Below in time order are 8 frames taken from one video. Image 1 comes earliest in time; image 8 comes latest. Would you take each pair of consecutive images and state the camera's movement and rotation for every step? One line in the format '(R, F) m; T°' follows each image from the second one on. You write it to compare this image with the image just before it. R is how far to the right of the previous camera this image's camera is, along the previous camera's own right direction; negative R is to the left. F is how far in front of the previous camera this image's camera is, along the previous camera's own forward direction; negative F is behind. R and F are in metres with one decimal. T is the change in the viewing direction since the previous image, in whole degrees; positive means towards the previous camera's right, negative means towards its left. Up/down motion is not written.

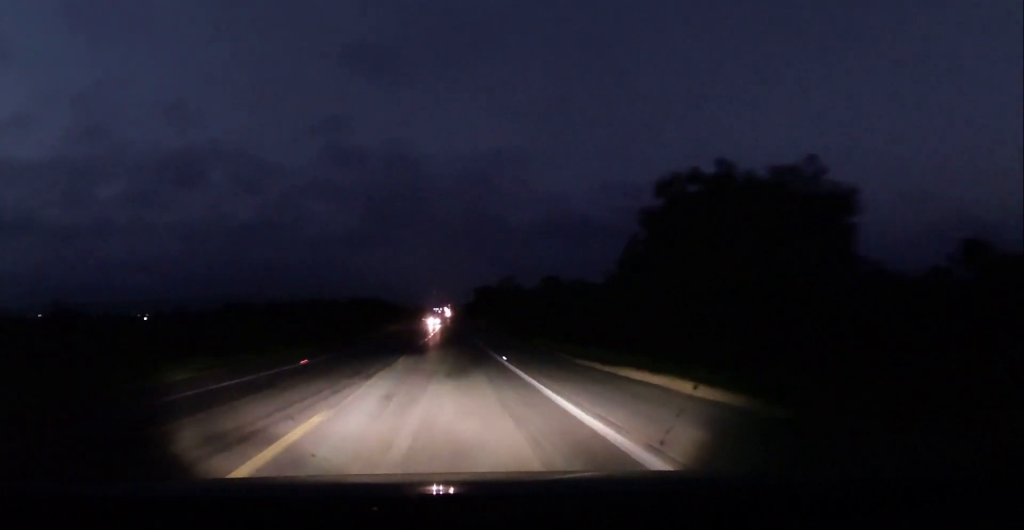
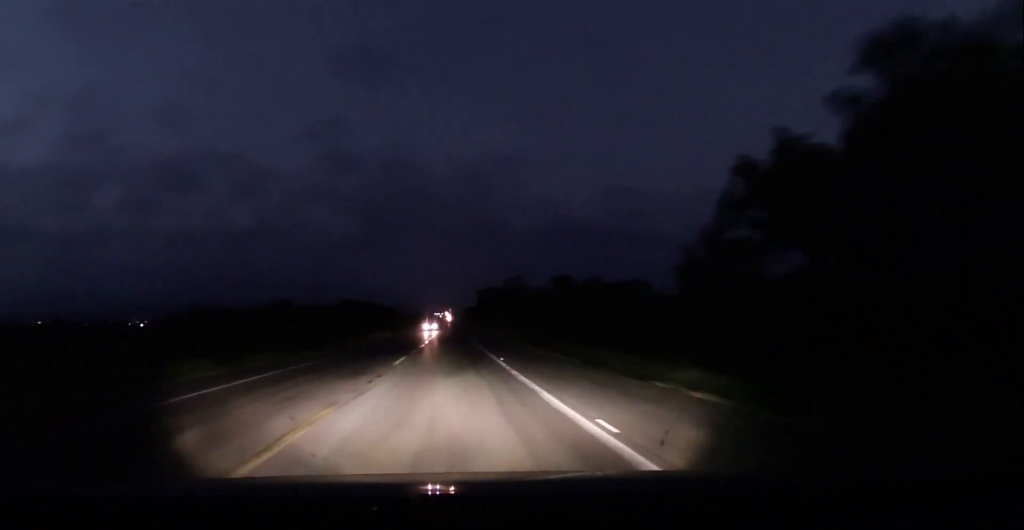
(-0.1, +15.2) m; +1°
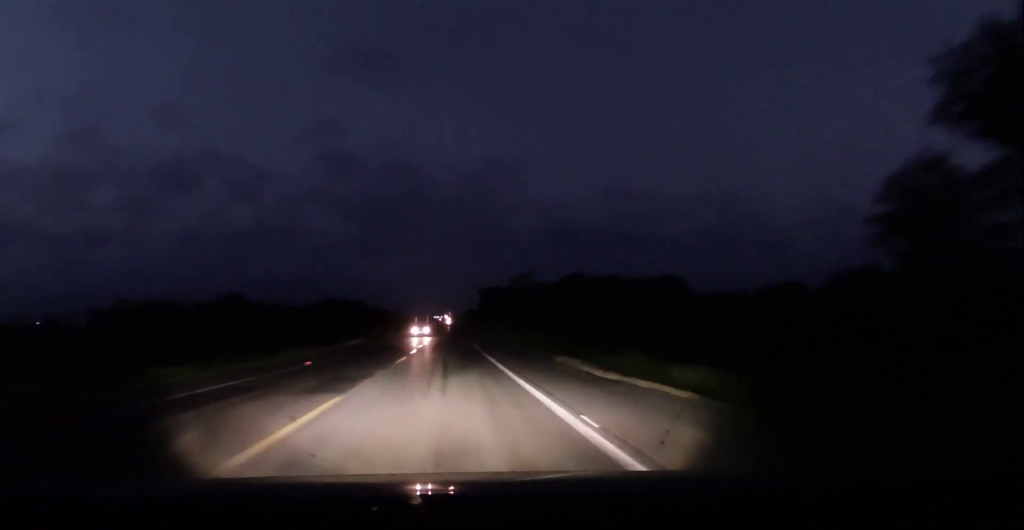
(+0.2, +15.1) m; 0°
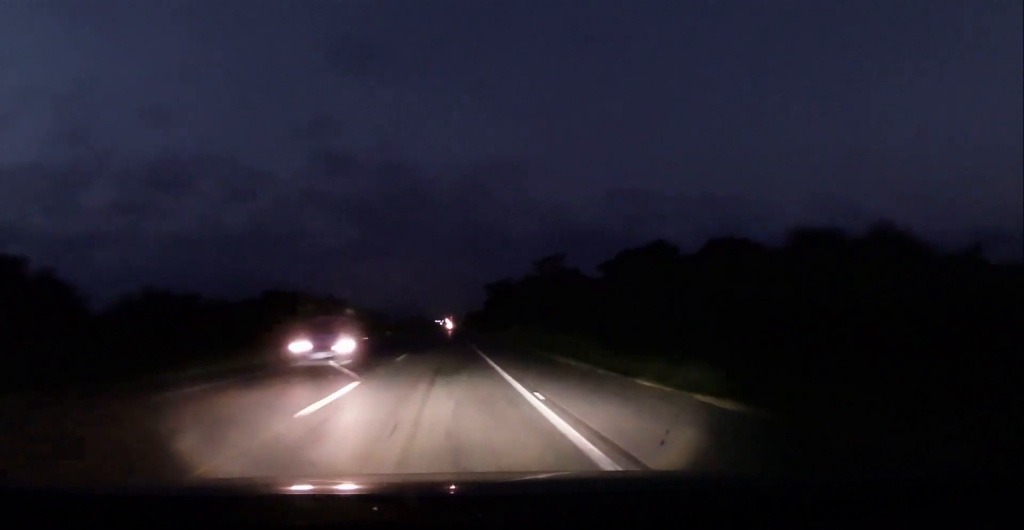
(0.0, +29.3) m; -1°
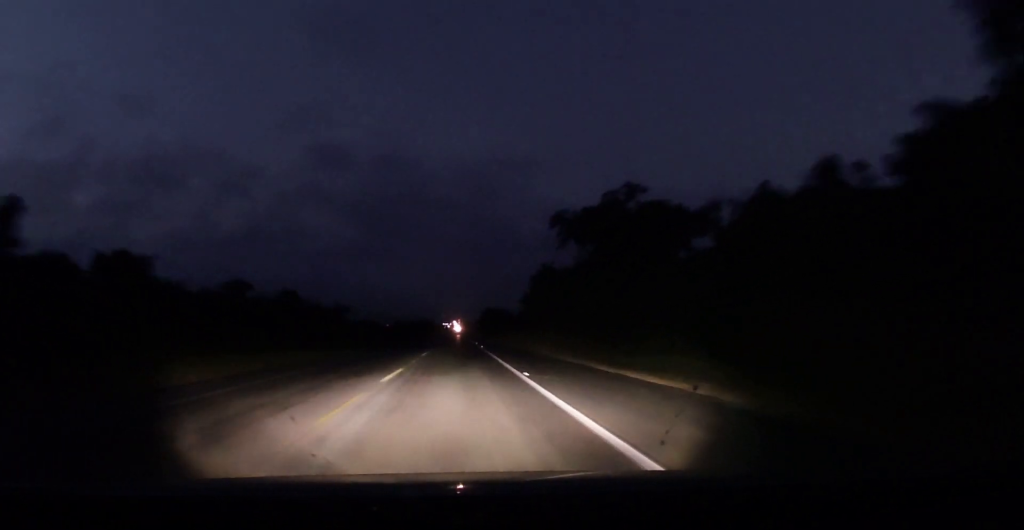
(-0.9, +73.9) m; -1°
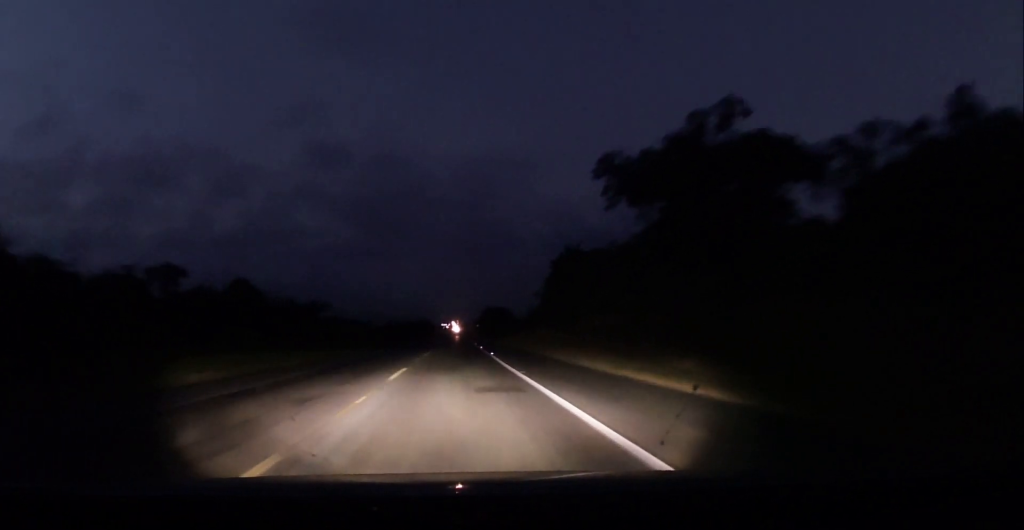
(-0.1, +14.9) m; 0°
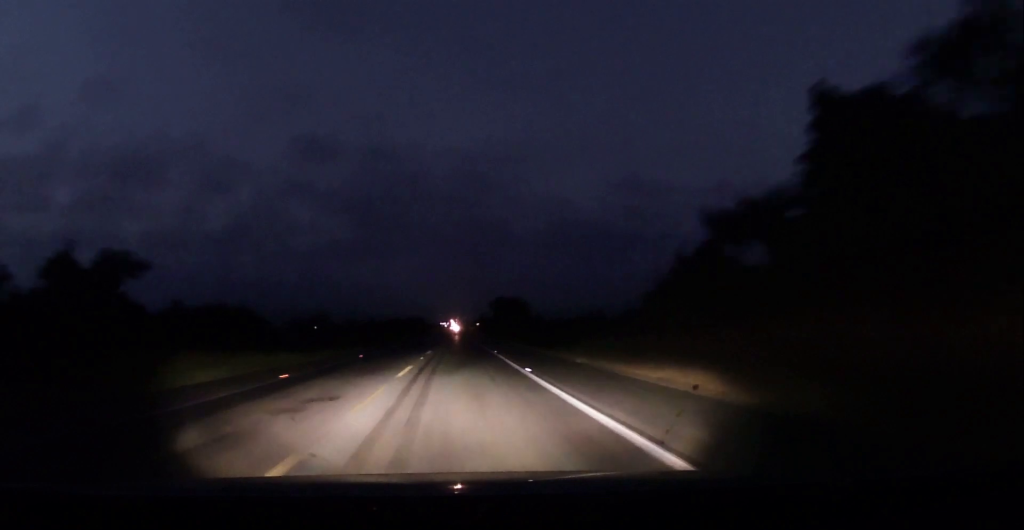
(+0.4, +47.4) m; 0°
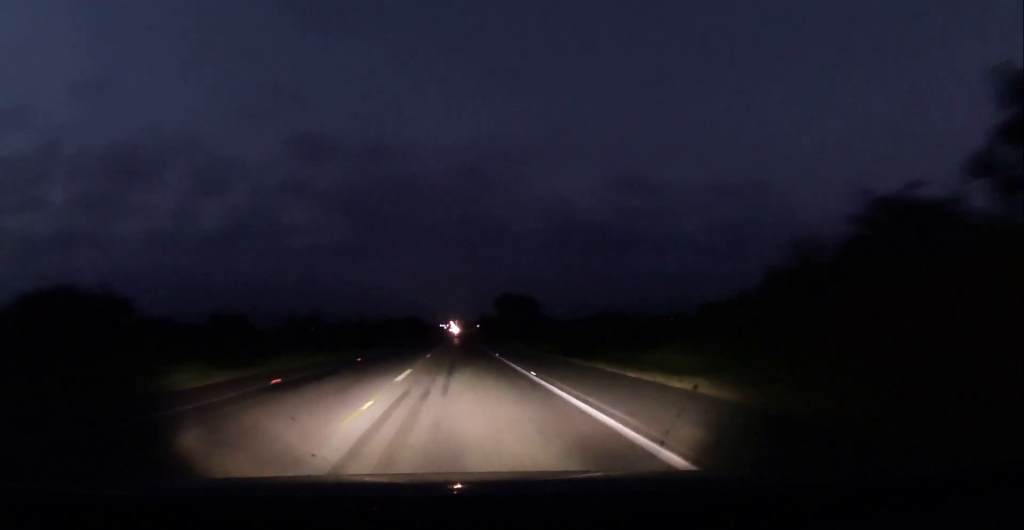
(-0.3, +16.8) m; -1°
